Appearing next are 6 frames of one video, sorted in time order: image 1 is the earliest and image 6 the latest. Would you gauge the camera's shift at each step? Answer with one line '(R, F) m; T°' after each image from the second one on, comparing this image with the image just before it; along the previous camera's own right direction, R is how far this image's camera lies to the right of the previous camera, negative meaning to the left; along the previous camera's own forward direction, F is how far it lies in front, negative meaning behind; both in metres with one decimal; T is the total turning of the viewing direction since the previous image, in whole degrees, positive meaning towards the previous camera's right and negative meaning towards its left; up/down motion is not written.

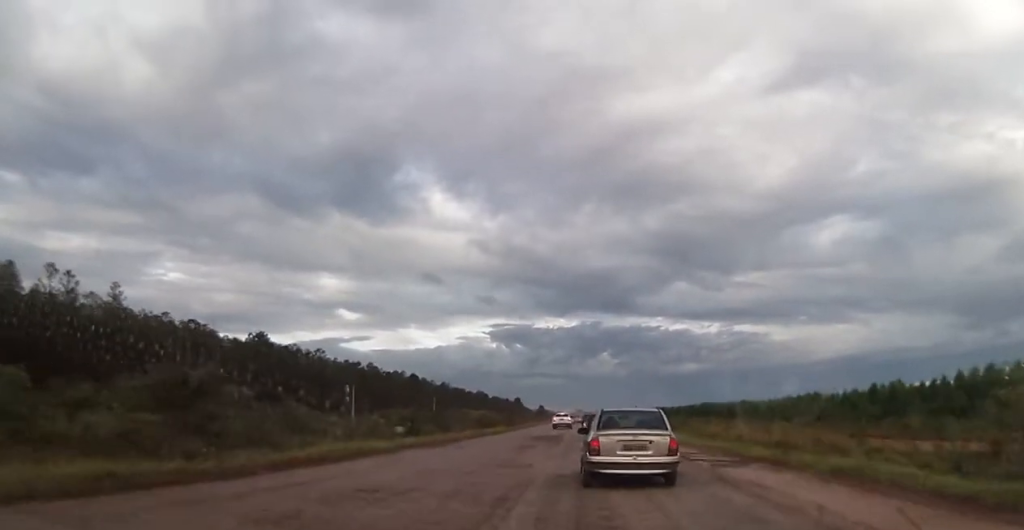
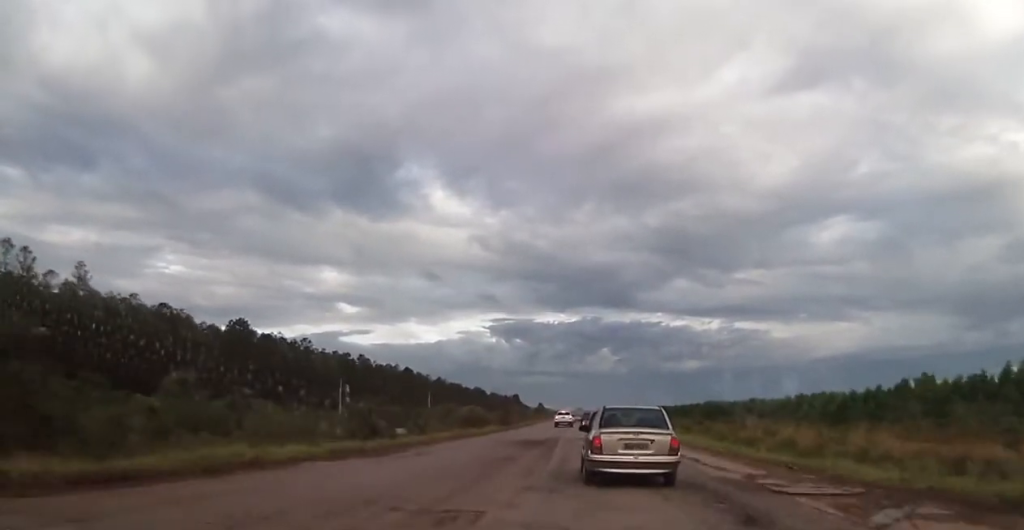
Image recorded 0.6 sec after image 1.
(-0.3, +8.5) m; 0°
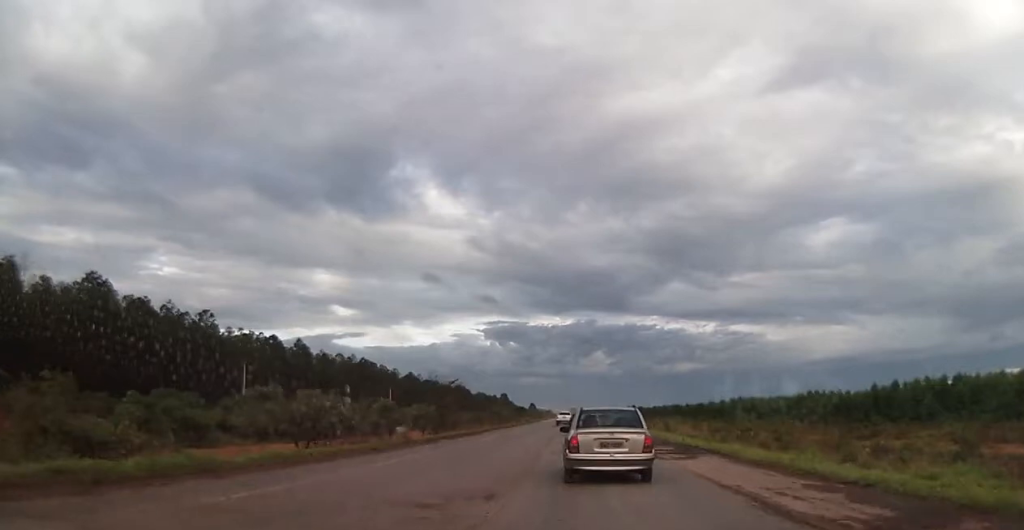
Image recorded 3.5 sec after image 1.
(+1.1, +41.4) m; +2°
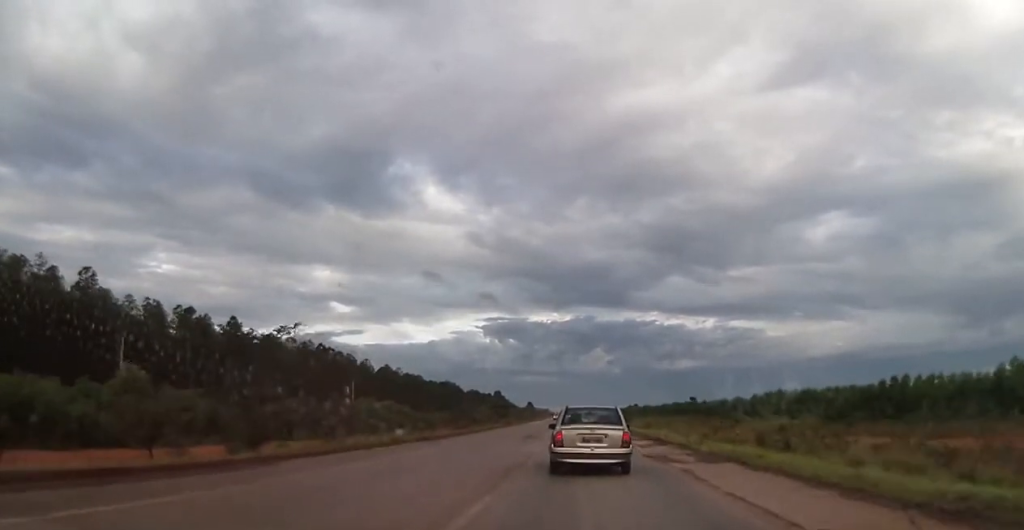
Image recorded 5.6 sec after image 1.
(-0.2, +31.7) m; -1°
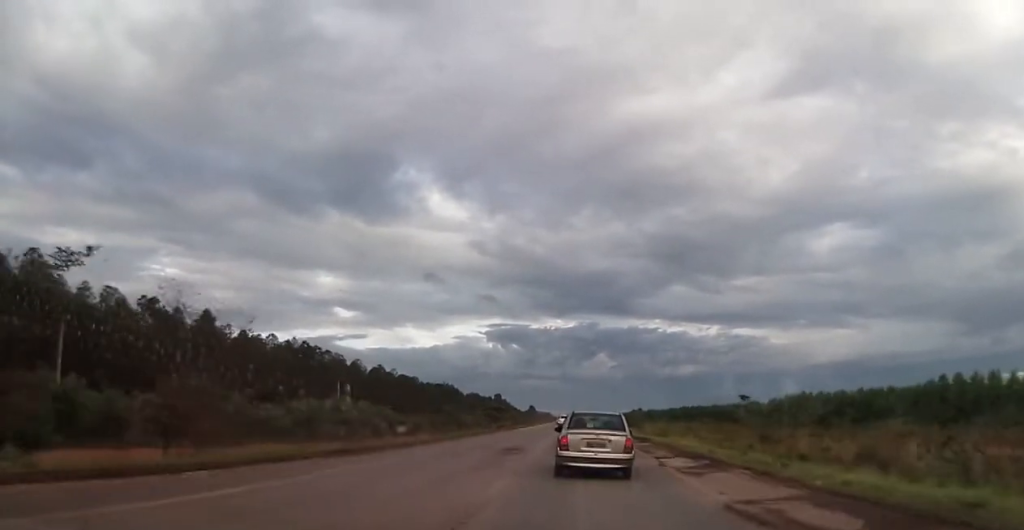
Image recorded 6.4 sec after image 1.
(0.0, +11.5) m; +1°
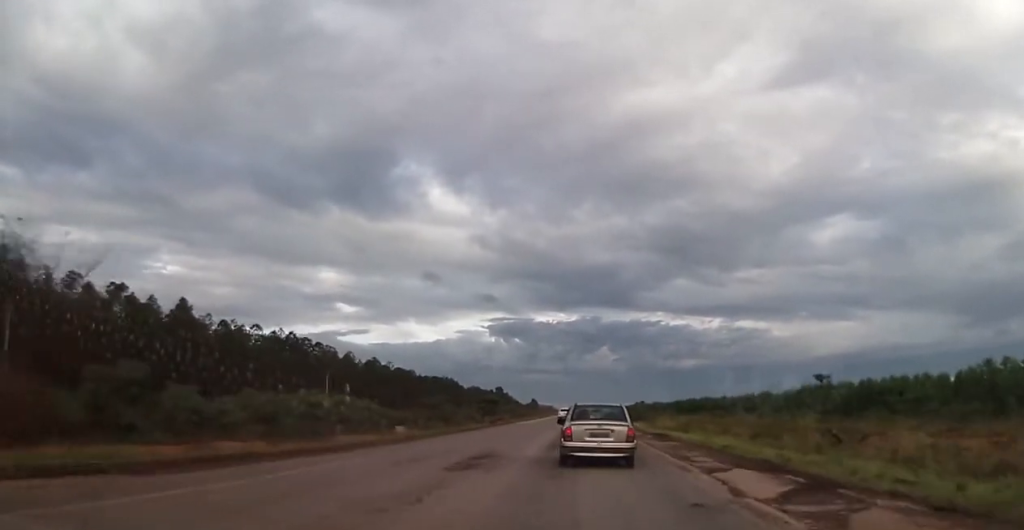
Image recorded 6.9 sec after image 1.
(-0.2, +8.5) m; +1°
